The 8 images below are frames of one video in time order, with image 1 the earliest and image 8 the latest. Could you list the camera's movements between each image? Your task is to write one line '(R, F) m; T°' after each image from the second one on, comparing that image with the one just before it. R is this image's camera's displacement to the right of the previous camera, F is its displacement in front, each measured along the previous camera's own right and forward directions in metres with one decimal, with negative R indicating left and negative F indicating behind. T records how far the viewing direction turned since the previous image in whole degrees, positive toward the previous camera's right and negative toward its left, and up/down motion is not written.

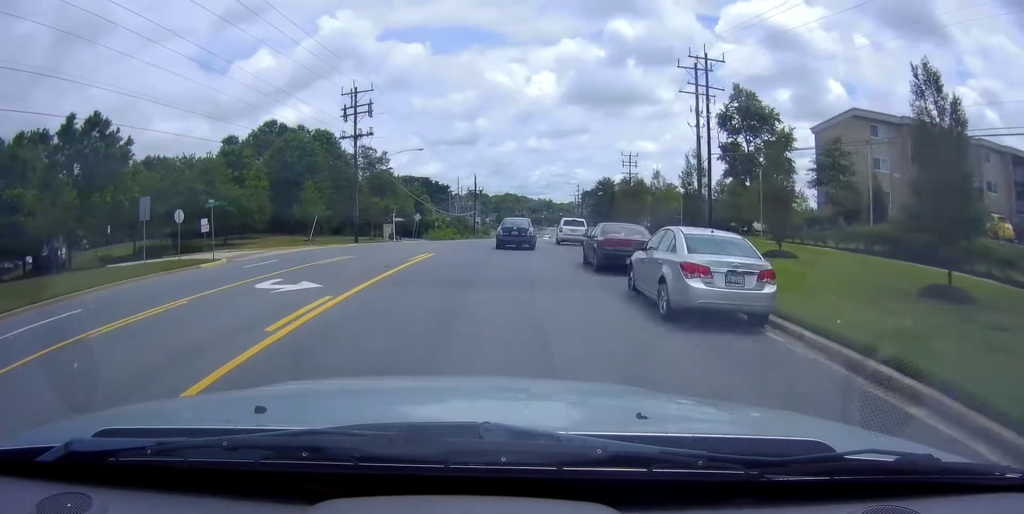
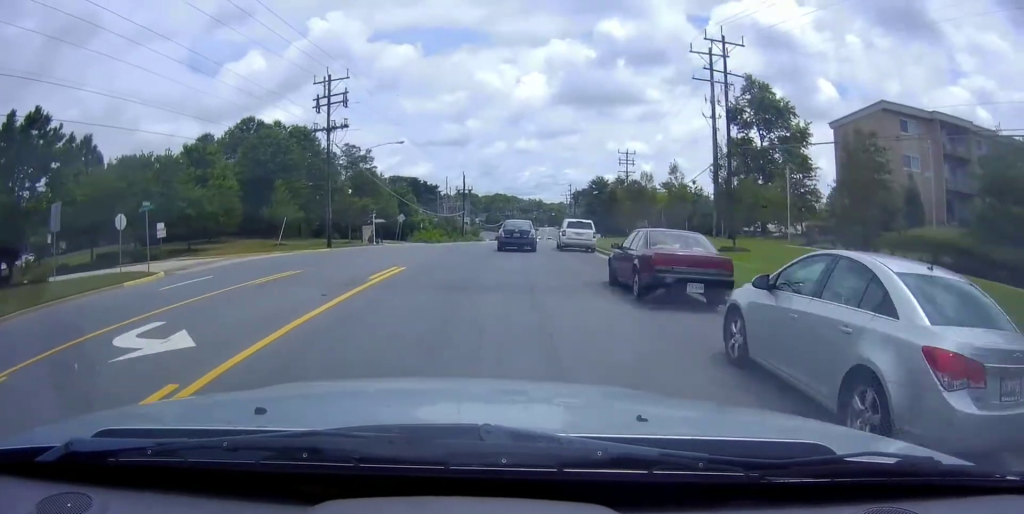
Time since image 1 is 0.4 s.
(+0.1, +5.8) m; +2°
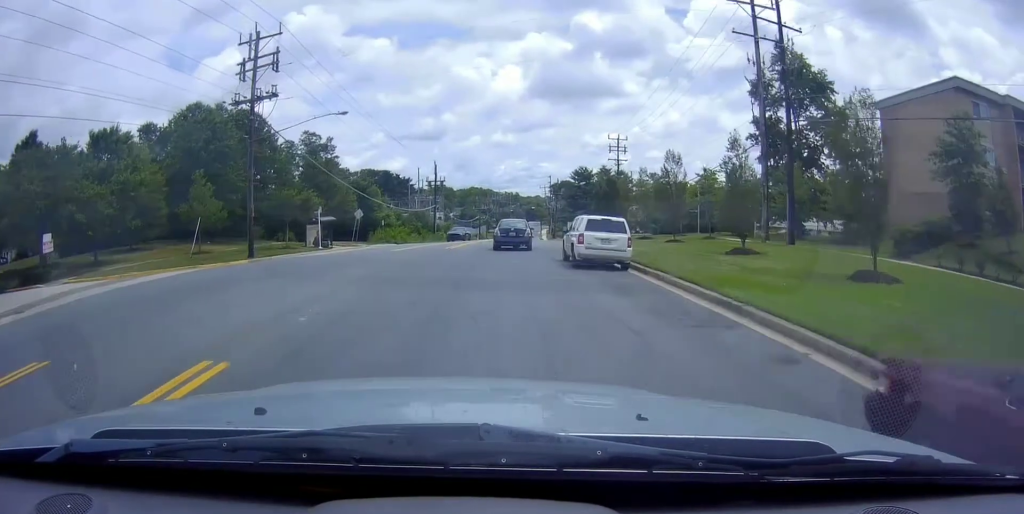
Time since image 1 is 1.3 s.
(+0.4, +11.3) m; +2°
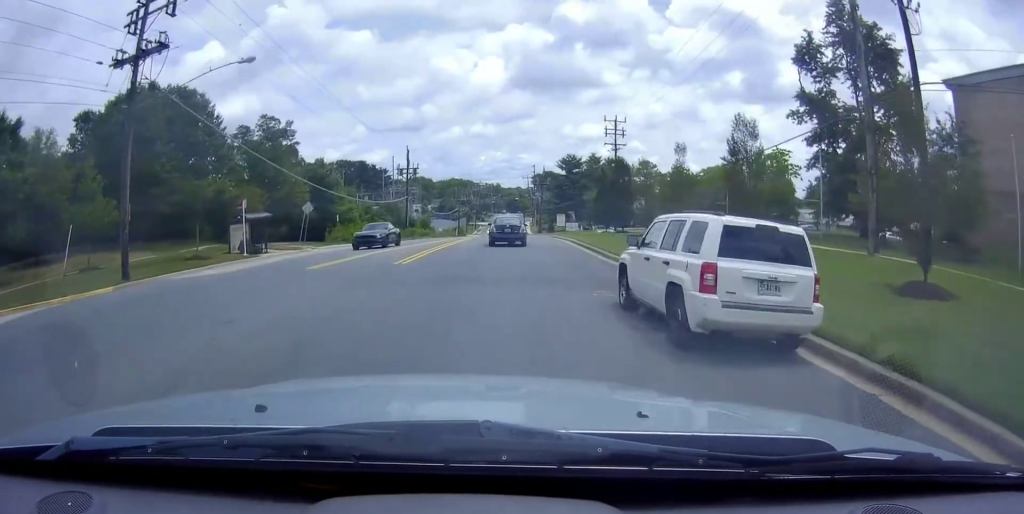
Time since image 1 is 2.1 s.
(0.0, +11.7) m; -1°
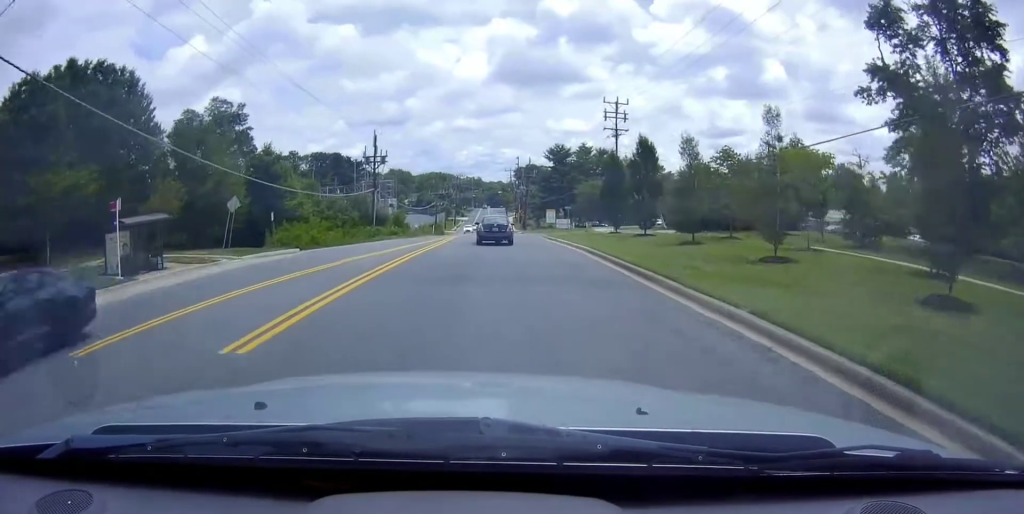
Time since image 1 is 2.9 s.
(-0.2, +11.6) m; 0°
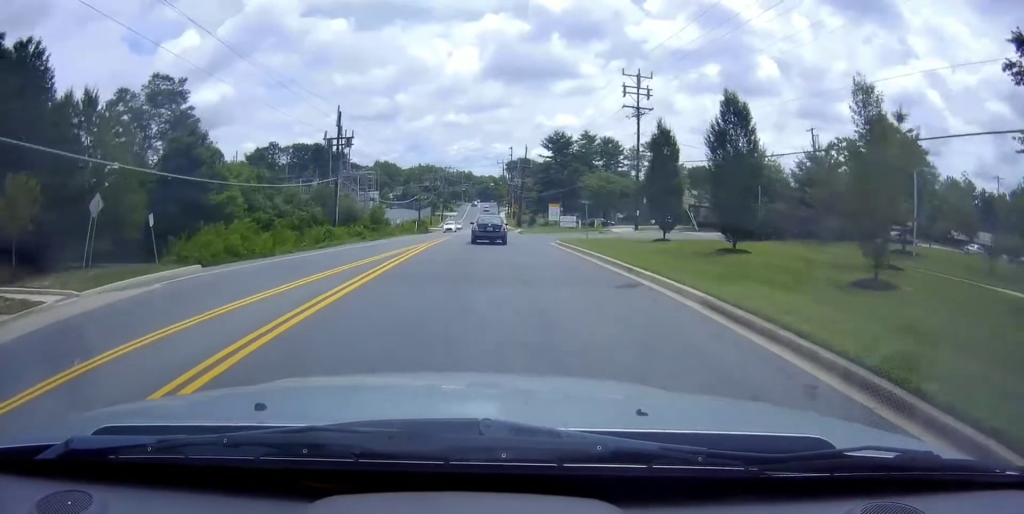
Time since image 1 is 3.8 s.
(+0.2, +14.0) m; +2°
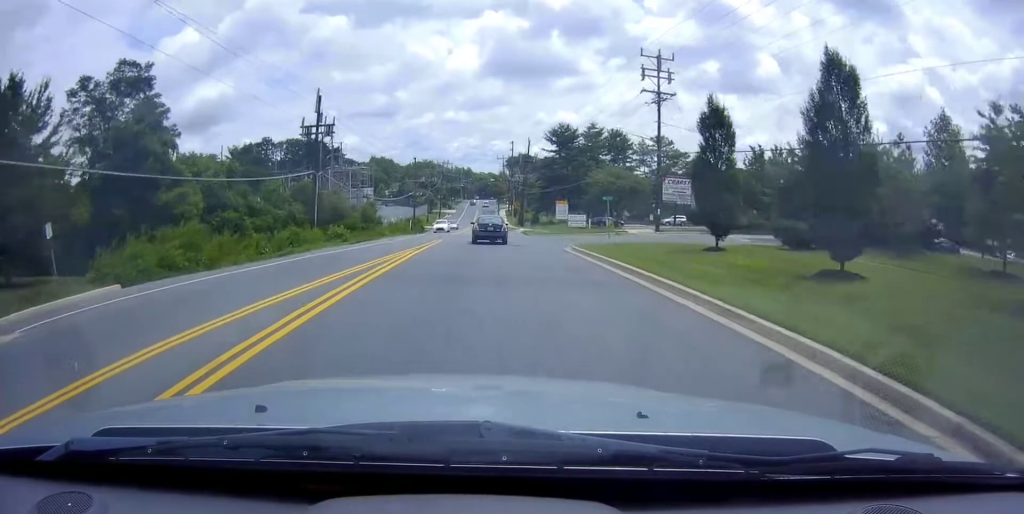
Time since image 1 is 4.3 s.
(0.0, +6.9) m; +1°
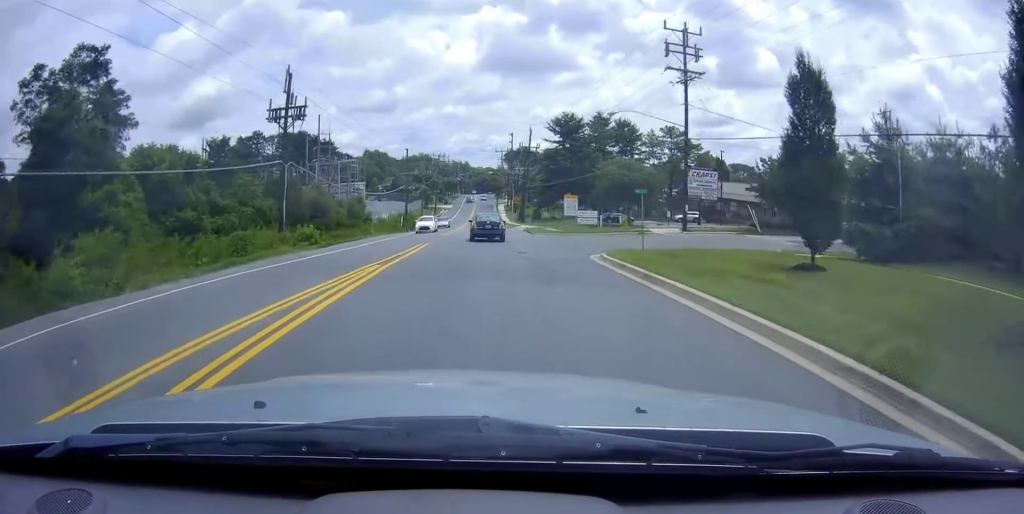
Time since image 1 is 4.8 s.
(+0.1, +8.0) m; 0°
